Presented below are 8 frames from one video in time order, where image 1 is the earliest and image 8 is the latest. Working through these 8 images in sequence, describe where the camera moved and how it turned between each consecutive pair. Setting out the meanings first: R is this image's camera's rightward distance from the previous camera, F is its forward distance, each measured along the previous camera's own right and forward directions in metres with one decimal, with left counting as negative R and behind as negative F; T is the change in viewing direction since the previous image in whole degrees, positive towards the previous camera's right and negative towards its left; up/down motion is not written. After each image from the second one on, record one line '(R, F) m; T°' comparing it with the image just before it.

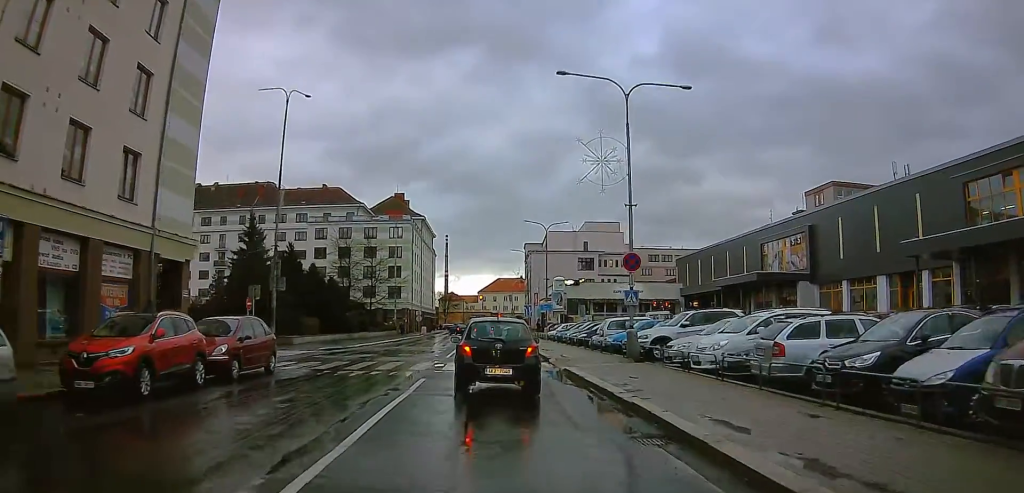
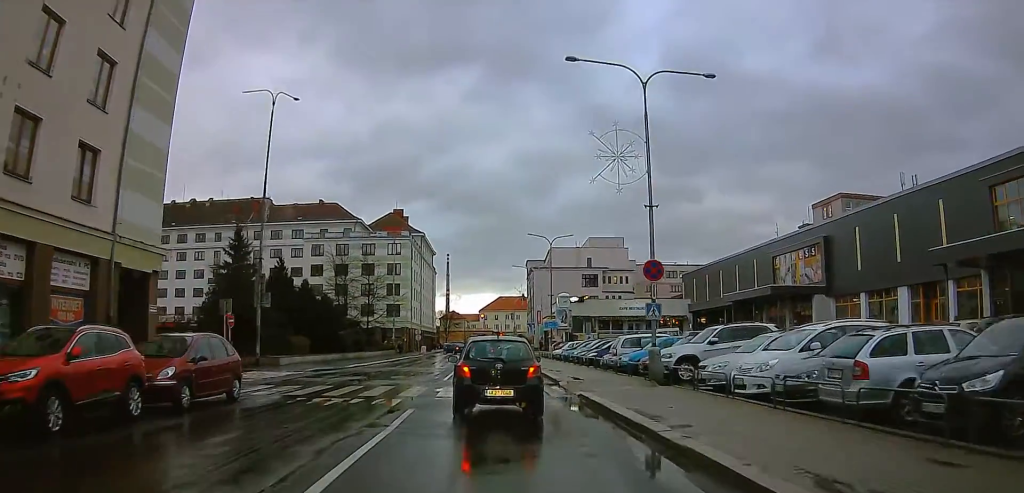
(0.0, +3.3) m; 0°
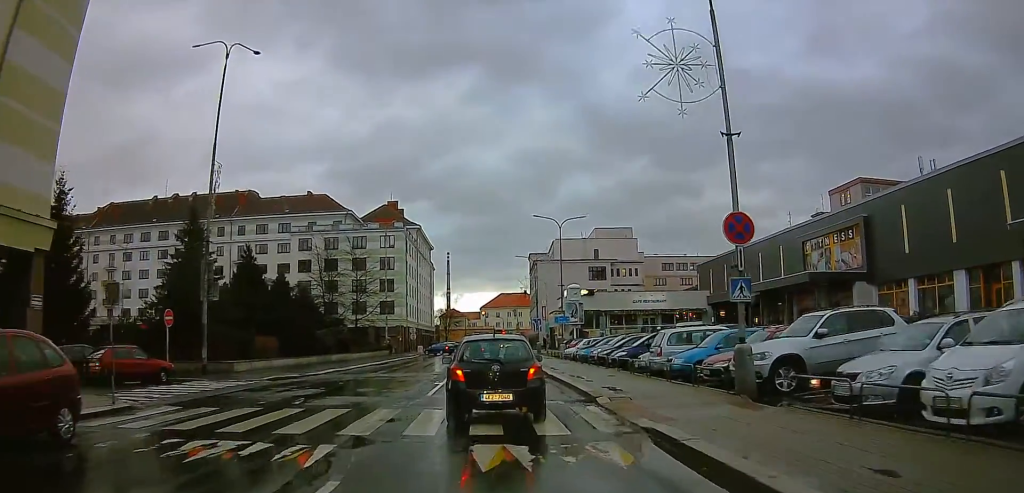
(0.0, +8.0) m; 0°
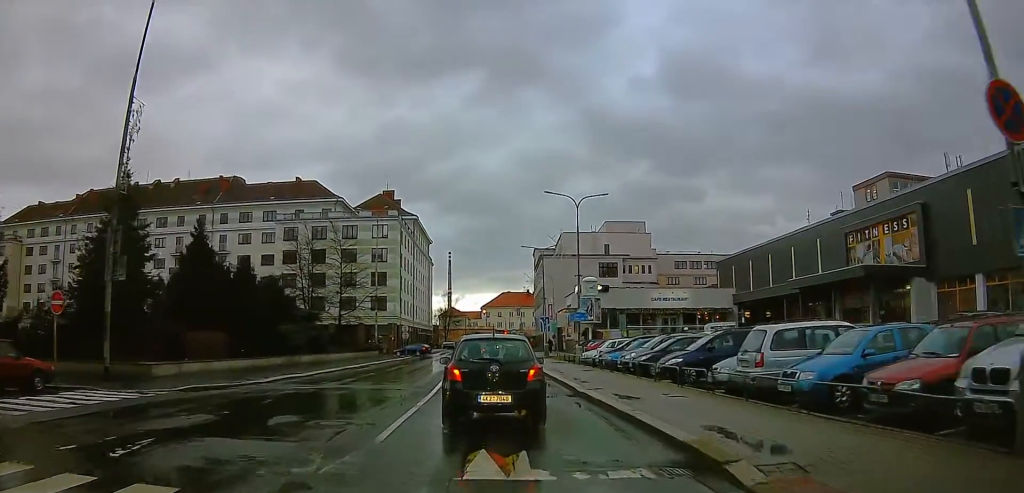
(0.0, +8.4) m; 0°
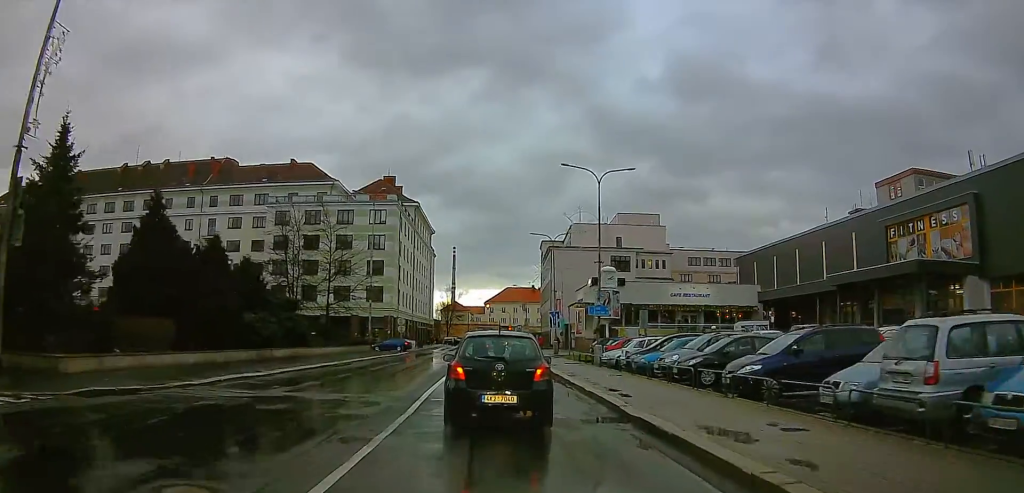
(0.0, +5.6) m; 0°
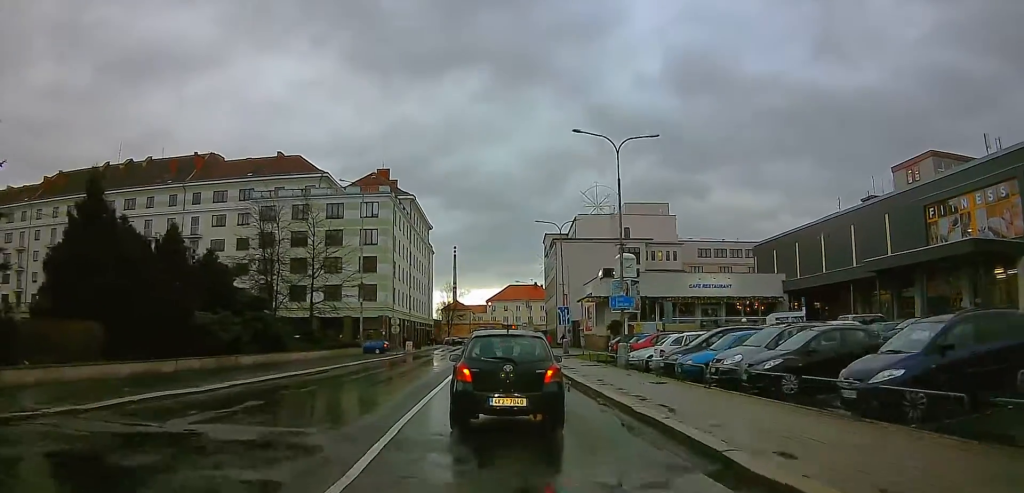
(0.0, +5.3) m; 0°
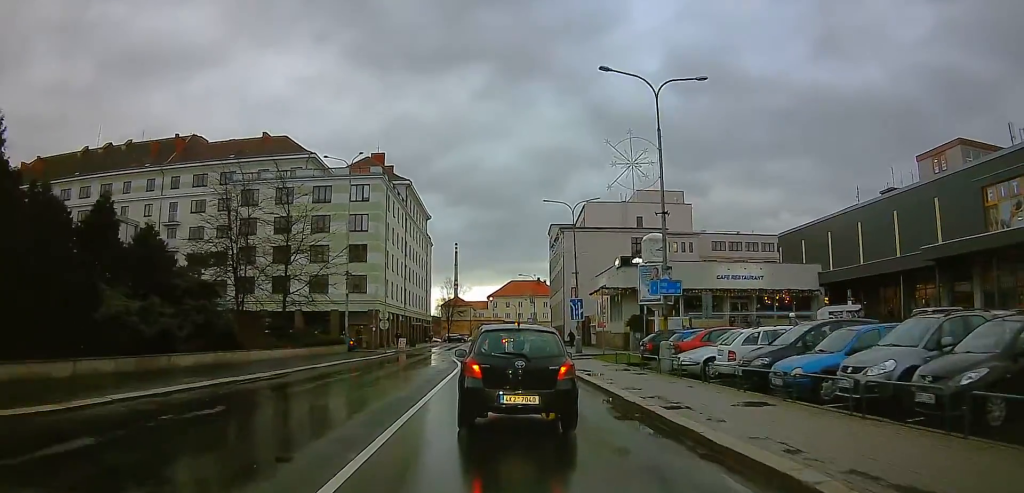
(0.0, +6.8) m; 0°
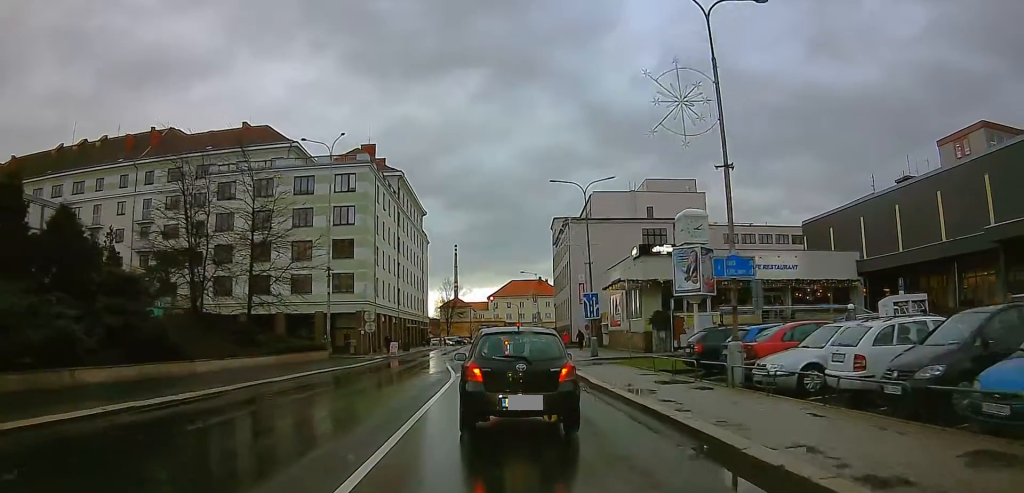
(0.0, +6.6) m; 0°
